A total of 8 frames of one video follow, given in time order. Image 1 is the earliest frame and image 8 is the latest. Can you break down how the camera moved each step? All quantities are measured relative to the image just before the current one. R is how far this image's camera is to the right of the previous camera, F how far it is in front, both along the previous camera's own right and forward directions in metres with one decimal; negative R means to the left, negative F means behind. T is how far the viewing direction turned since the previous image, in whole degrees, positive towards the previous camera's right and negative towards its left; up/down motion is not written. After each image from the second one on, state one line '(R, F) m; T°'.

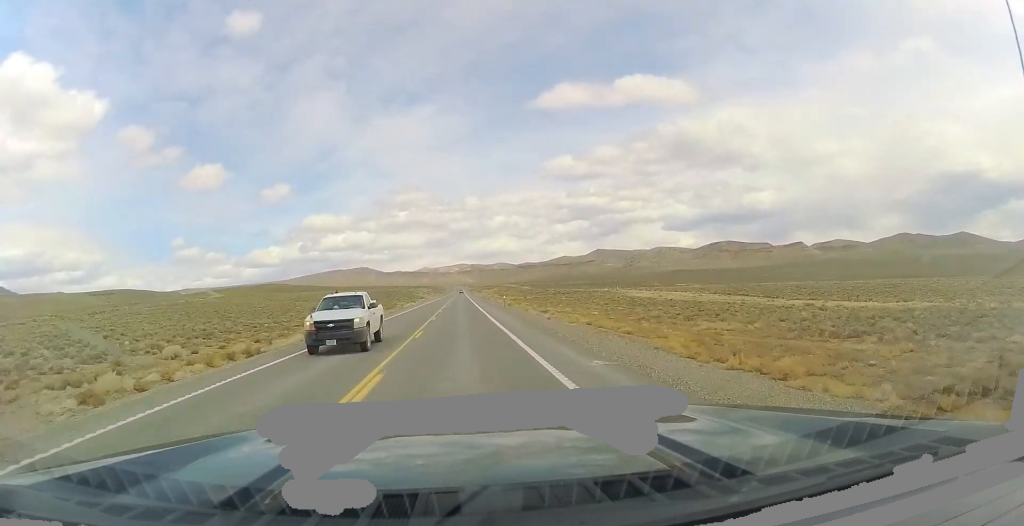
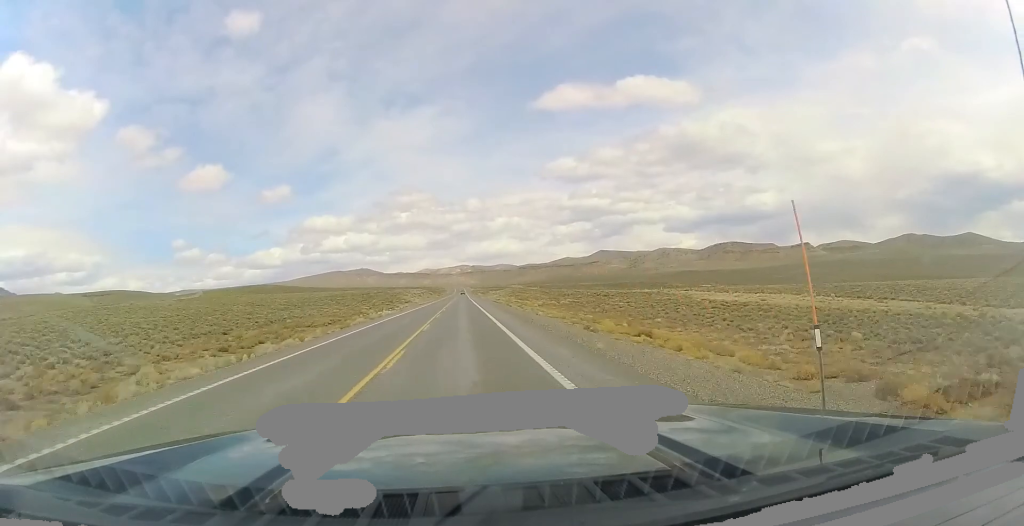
(-0.5, +45.4) m; 0°
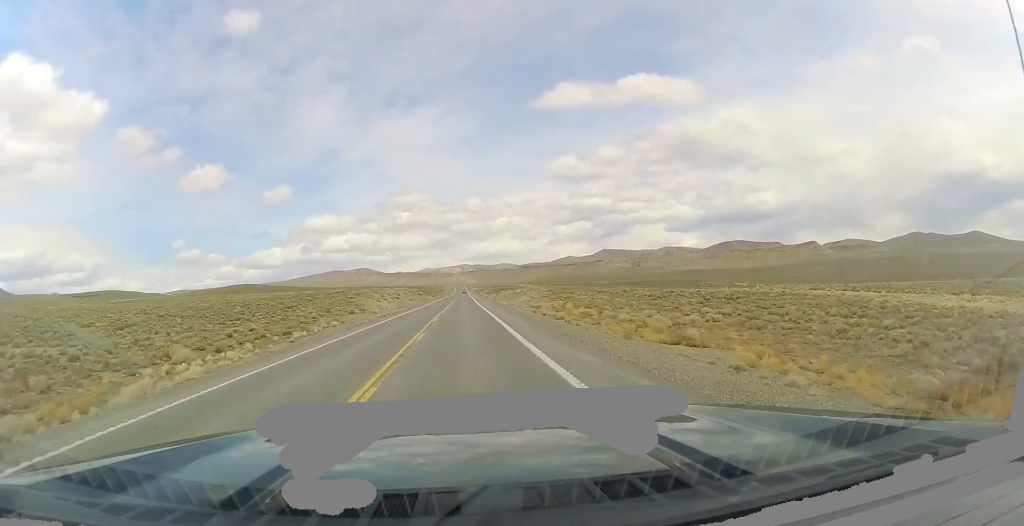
(+0.6, +55.2) m; 0°
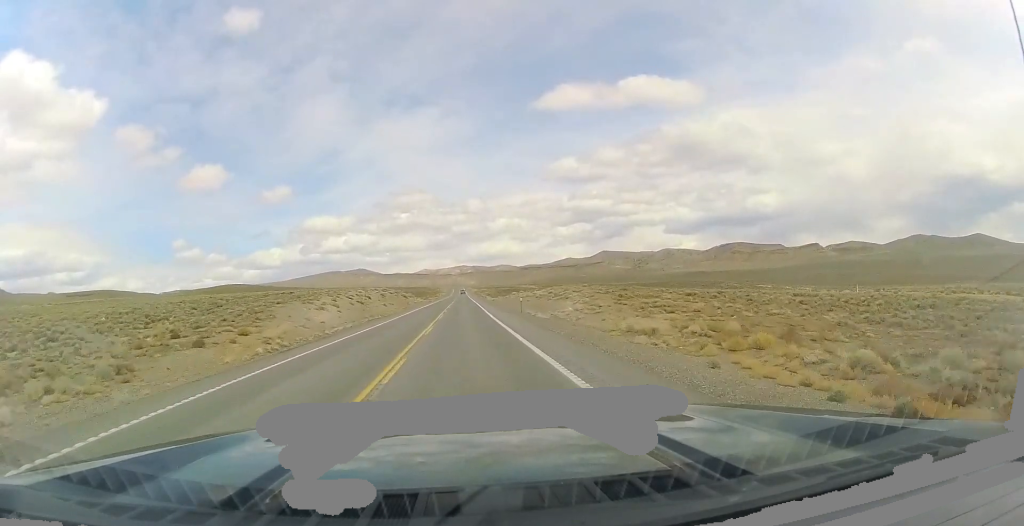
(-0.4, +32.5) m; -1°
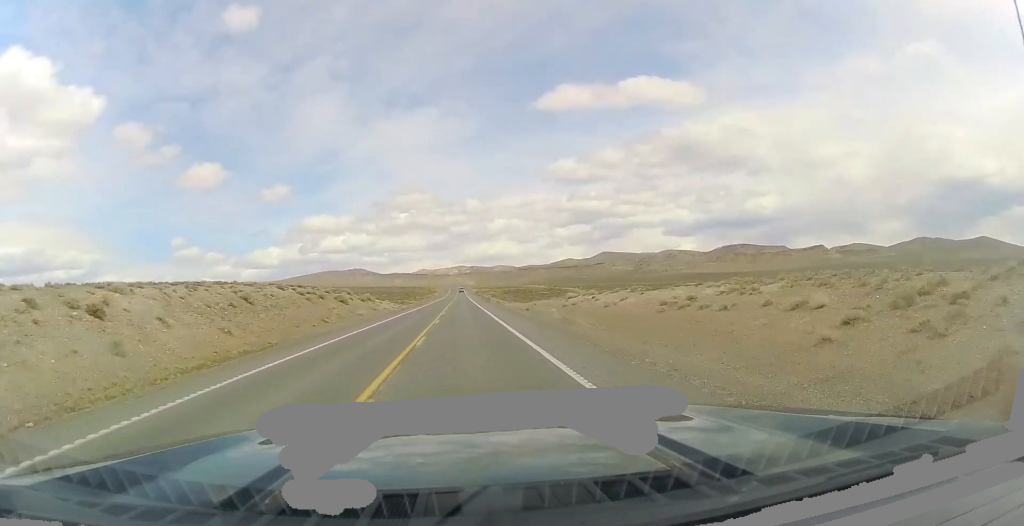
(+0.7, +55.4) m; +1°
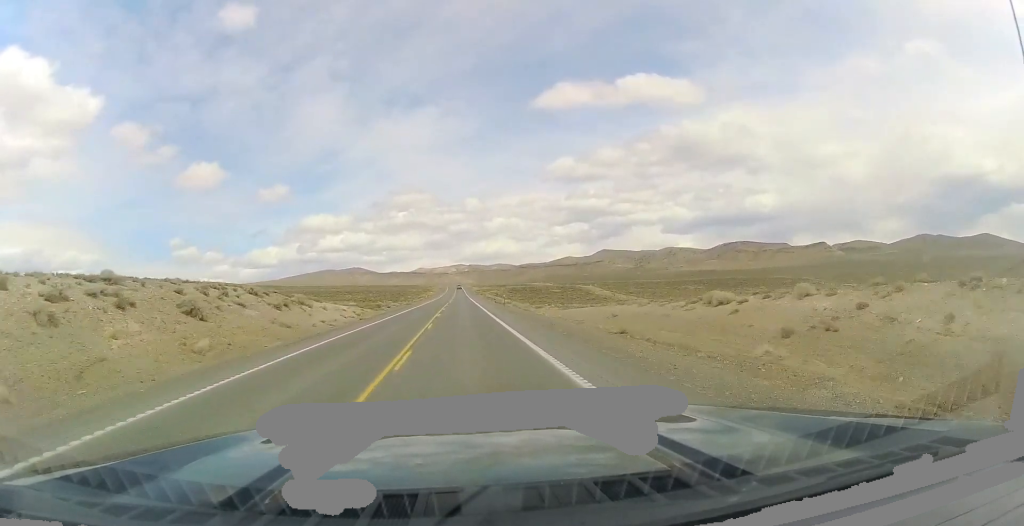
(-0.1, +30.0) m; -1°
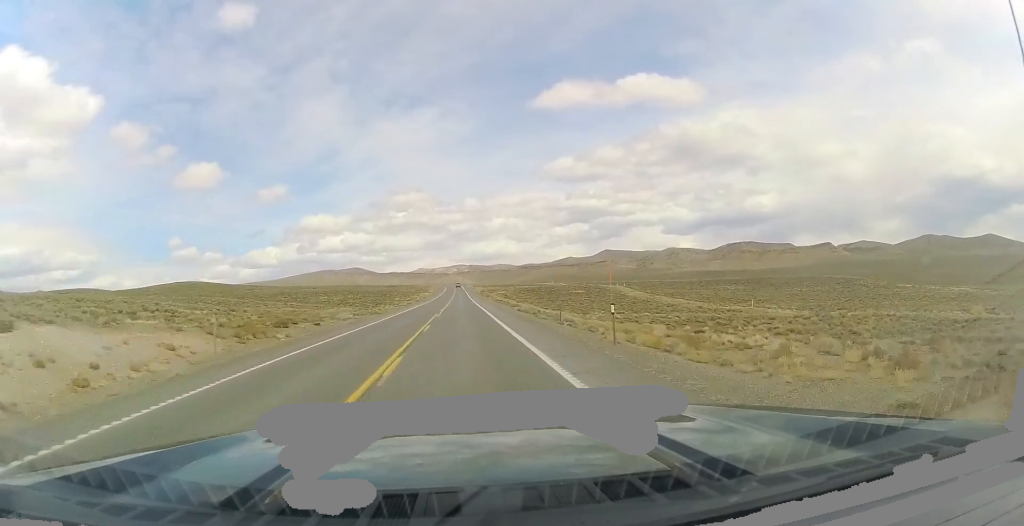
(-0.5, +38.4) m; 0°
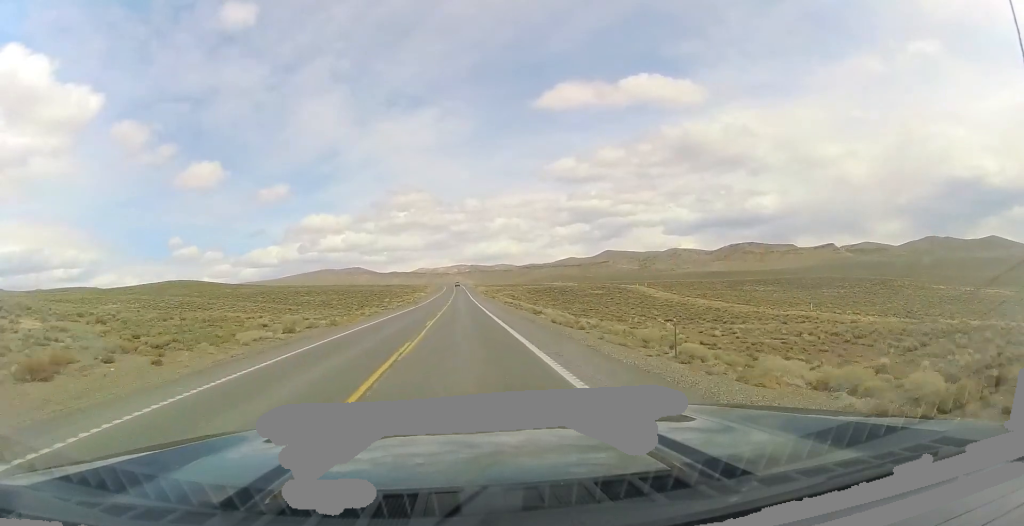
(-0.1, +21.5) m; +1°
